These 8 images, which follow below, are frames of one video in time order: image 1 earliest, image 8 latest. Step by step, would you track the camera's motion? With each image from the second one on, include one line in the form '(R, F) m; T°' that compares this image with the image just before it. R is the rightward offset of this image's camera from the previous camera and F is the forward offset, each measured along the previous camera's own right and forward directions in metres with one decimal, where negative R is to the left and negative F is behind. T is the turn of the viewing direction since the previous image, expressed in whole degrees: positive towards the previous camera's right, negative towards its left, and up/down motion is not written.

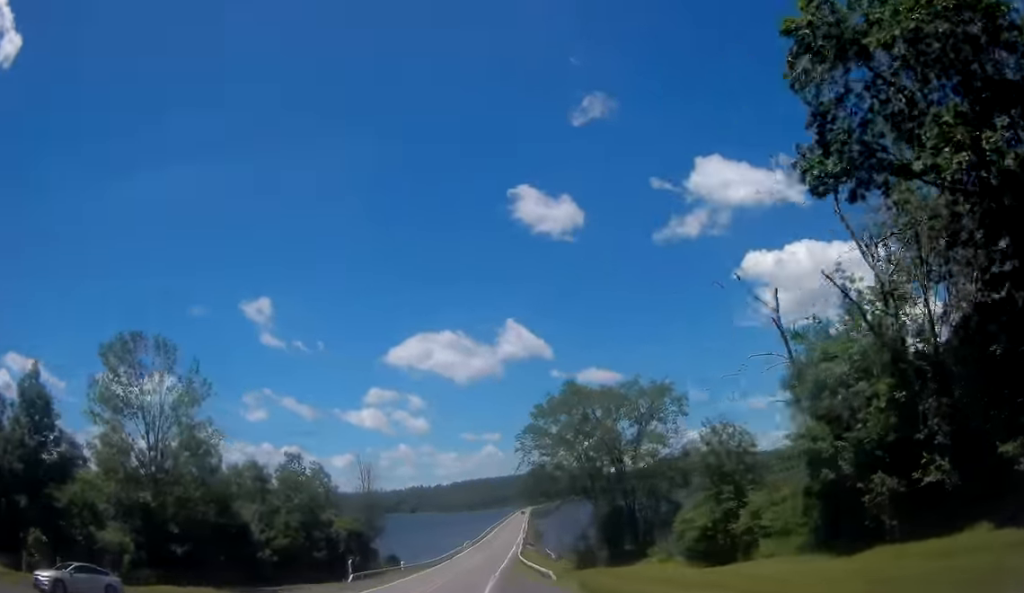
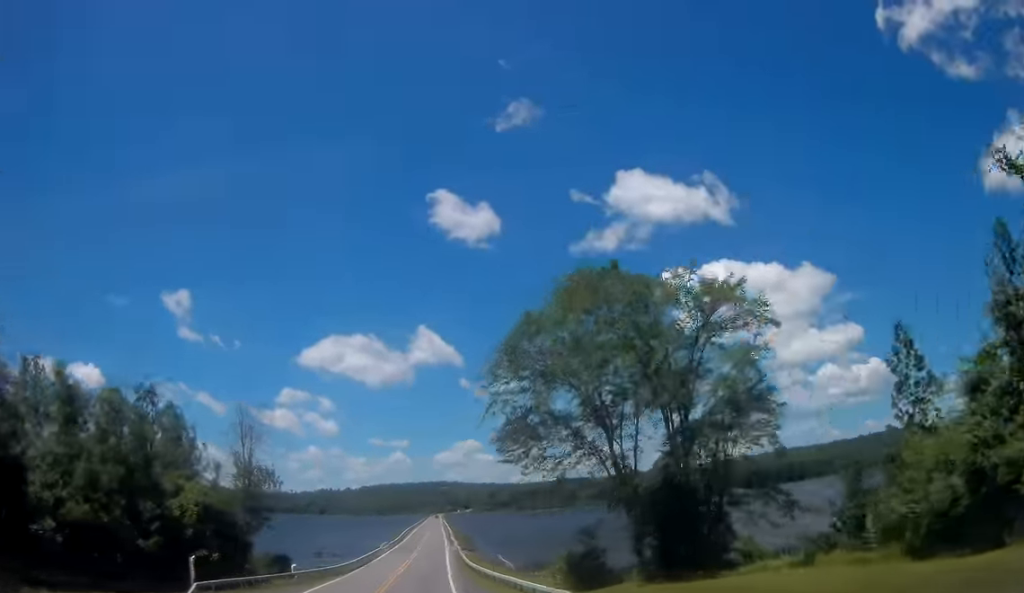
(+1.4, +22.3) m; +6°
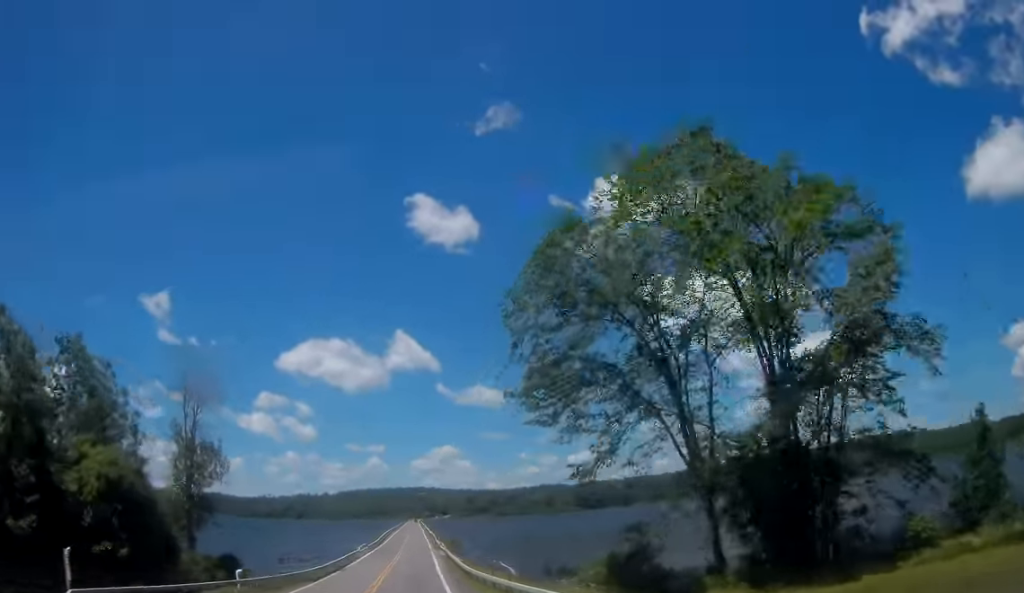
(+0.1, +9.7) m; +2°
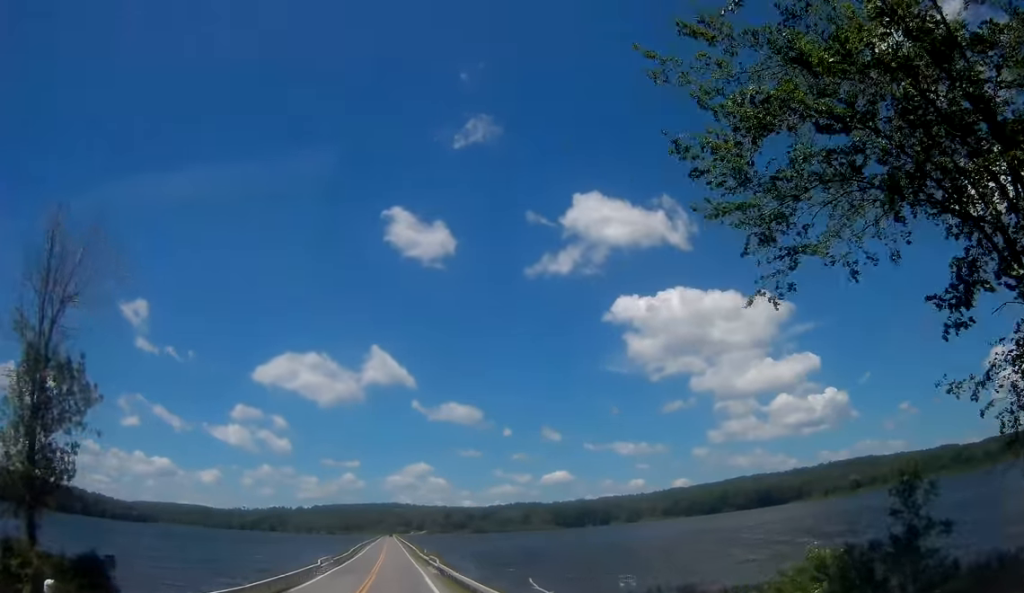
(+0.4, +16.6) m; +1°
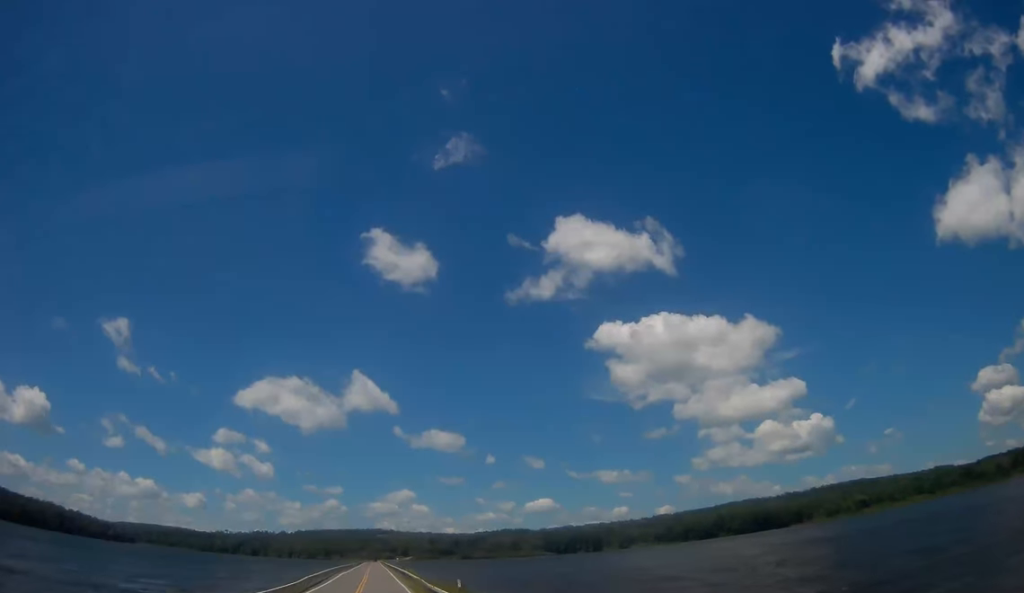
(+0.2, +36.5) m; 0°
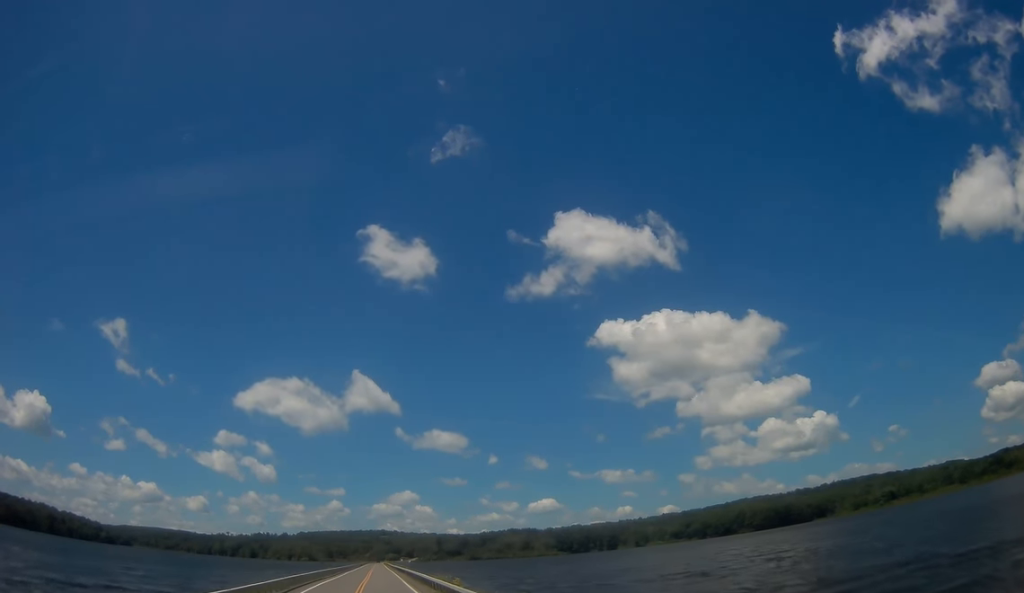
(0.0, +34.5) m; 0°
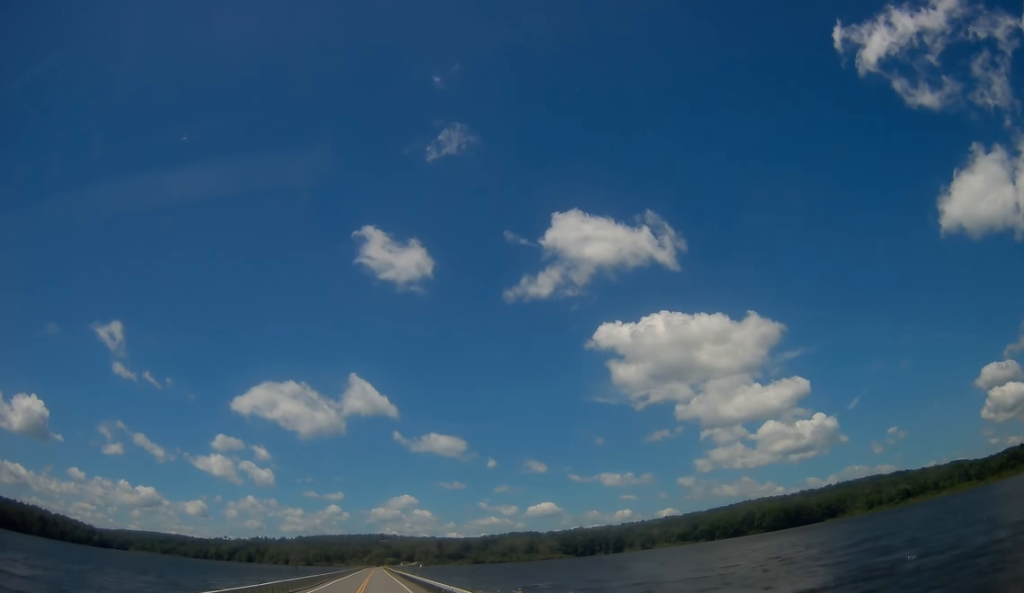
(0.0, +22.8) m; 0°
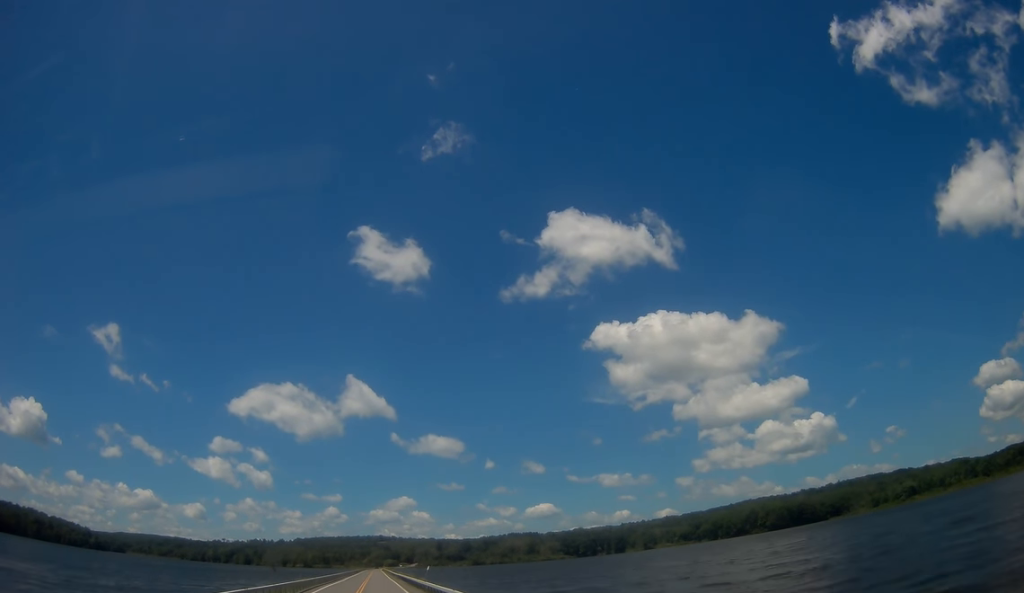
(0.0, +10.0) m; 0°
